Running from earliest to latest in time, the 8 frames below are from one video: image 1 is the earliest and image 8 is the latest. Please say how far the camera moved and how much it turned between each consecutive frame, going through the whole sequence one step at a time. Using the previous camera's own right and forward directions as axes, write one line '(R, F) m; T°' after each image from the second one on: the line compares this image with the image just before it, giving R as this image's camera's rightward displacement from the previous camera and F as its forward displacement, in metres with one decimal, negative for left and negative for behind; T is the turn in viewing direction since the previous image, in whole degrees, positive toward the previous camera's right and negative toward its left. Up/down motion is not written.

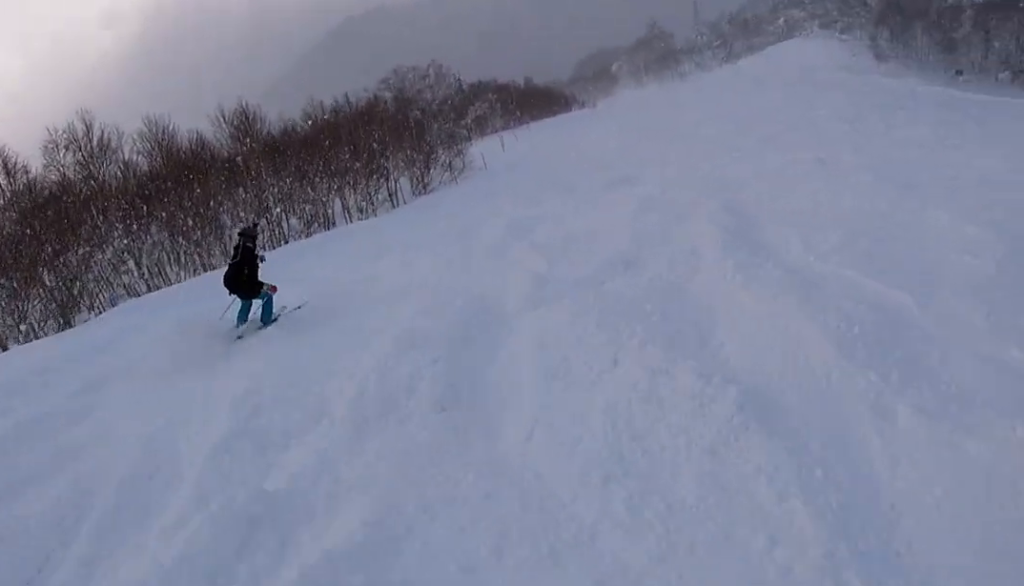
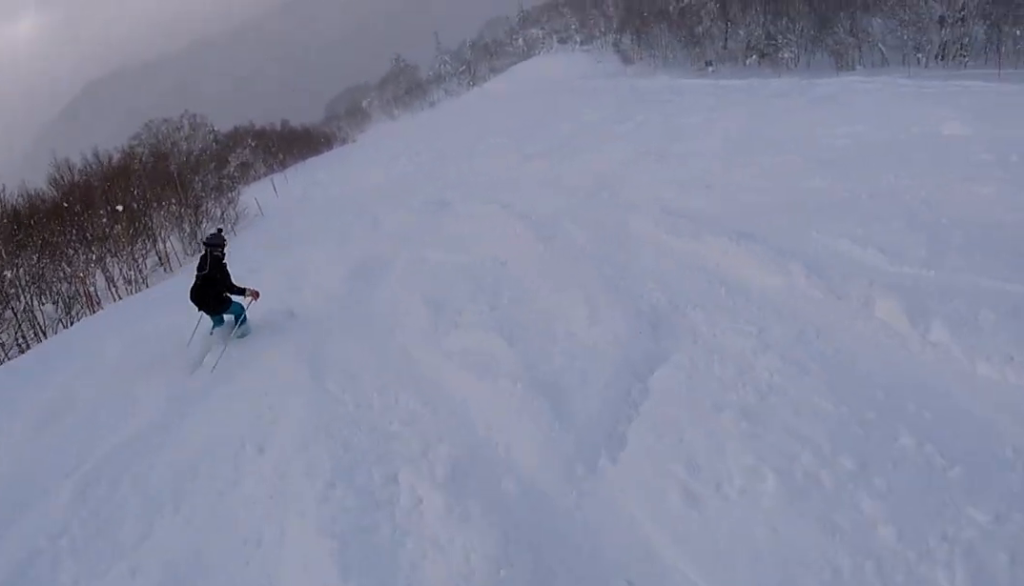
(-0.1, +3.9) m; +20°
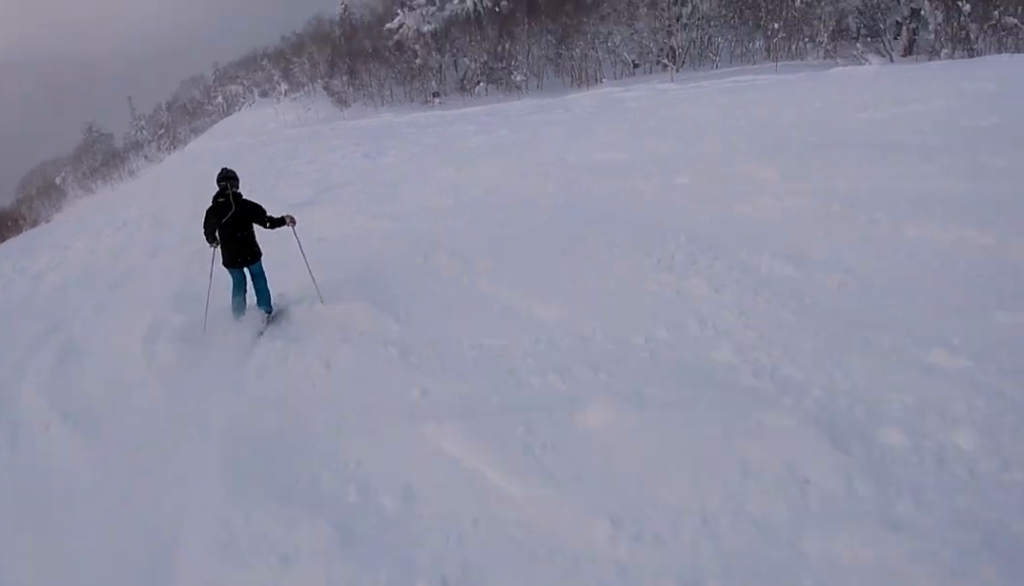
(+4.0, +8.4) m; +31°
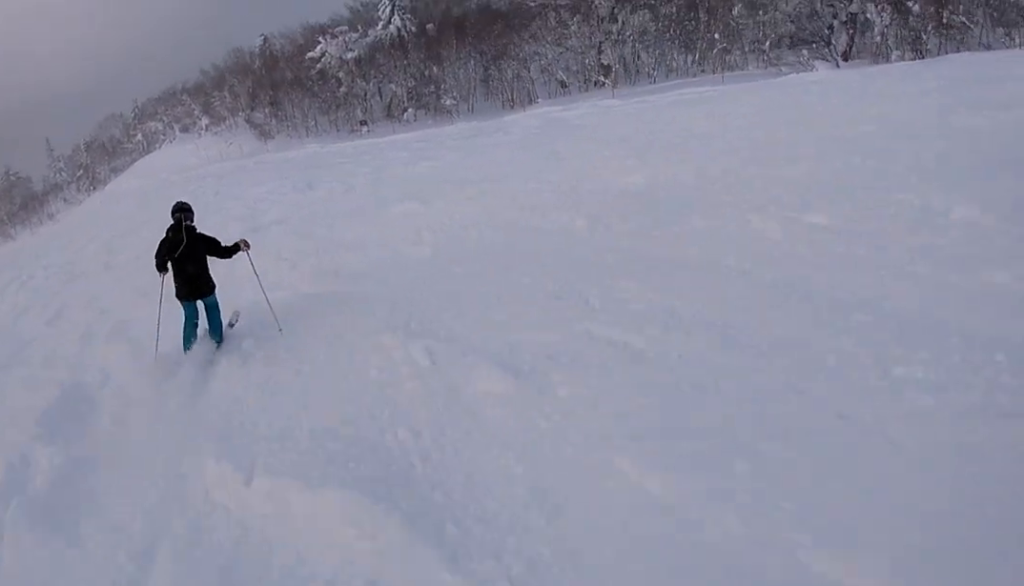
(+0.2, +2.8) m; +3°
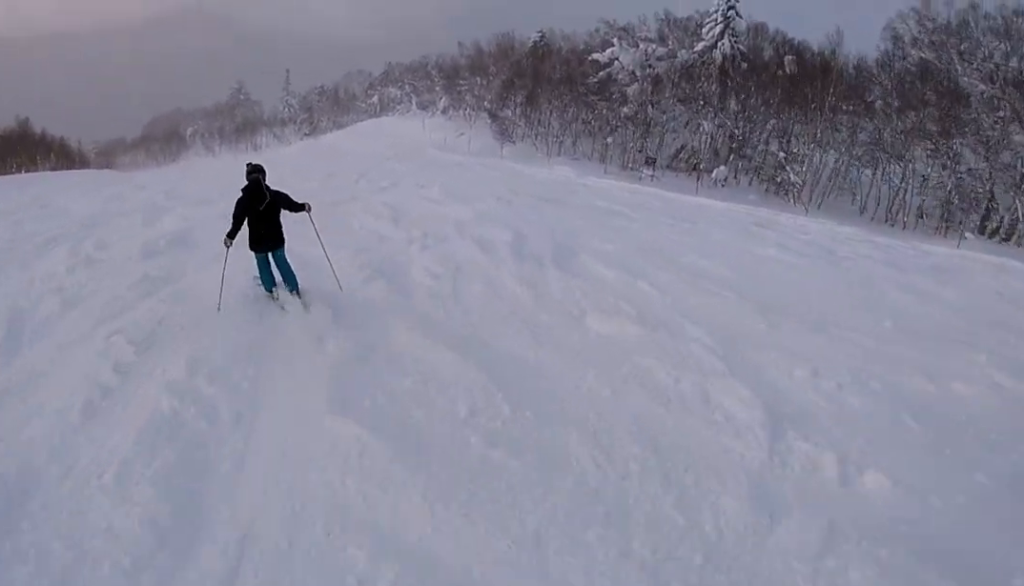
(-5.7, +18.4) m; -37°
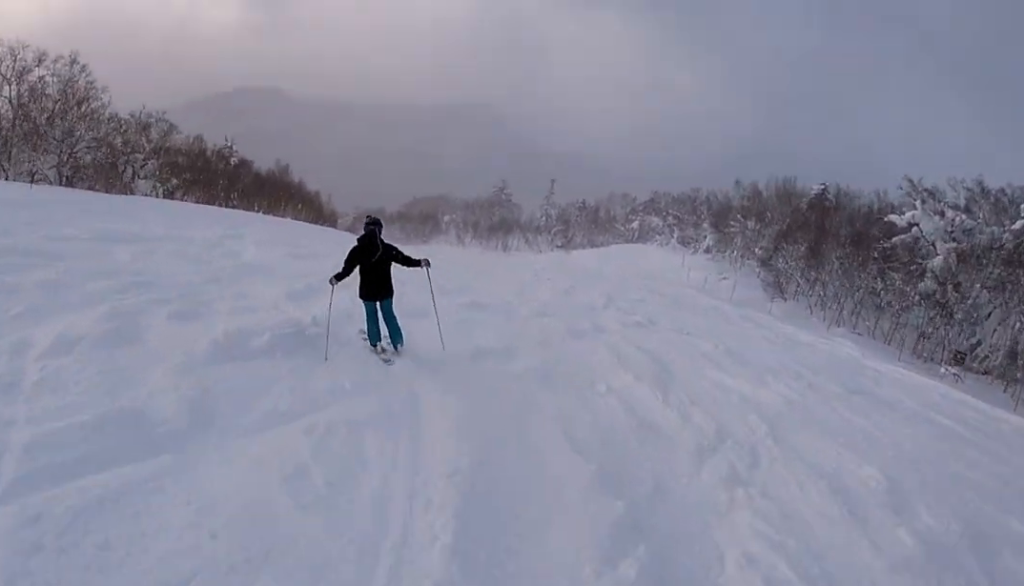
(-0.3, +5.1) m; -9°
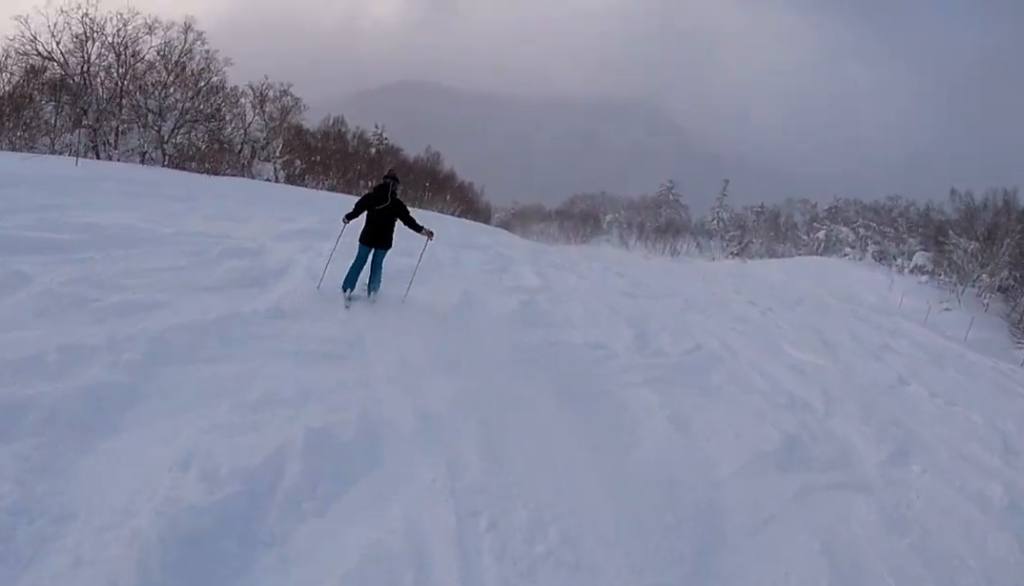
(-1.1, +8.2) m; -11°
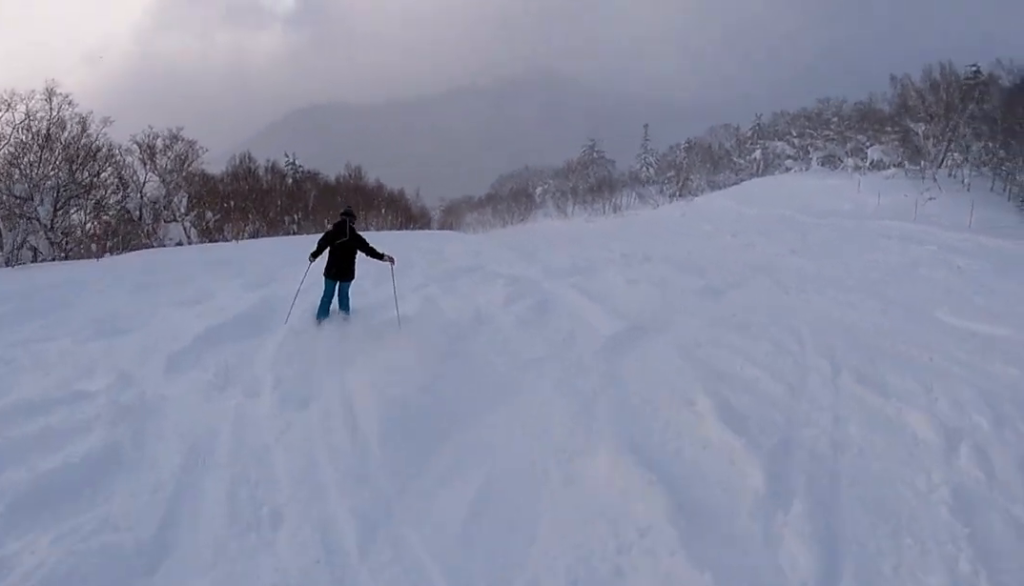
(-0.7, +5.4) m; 0°
